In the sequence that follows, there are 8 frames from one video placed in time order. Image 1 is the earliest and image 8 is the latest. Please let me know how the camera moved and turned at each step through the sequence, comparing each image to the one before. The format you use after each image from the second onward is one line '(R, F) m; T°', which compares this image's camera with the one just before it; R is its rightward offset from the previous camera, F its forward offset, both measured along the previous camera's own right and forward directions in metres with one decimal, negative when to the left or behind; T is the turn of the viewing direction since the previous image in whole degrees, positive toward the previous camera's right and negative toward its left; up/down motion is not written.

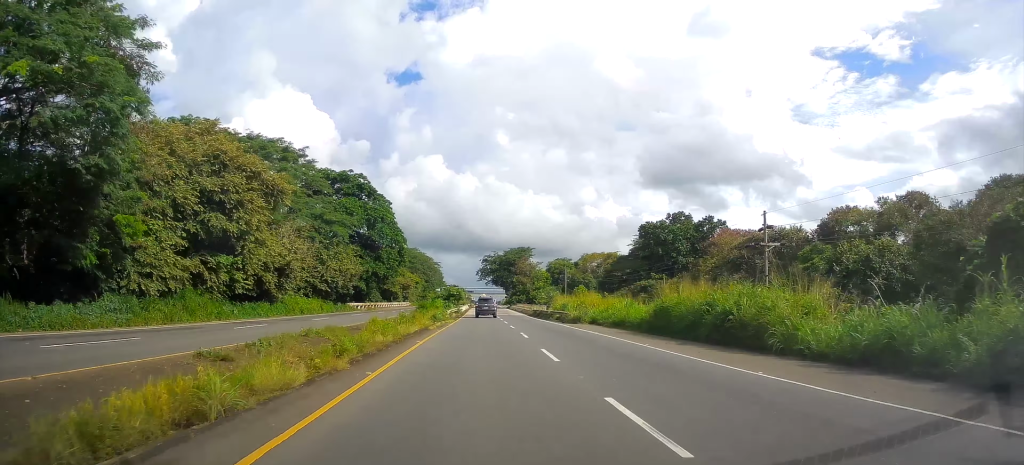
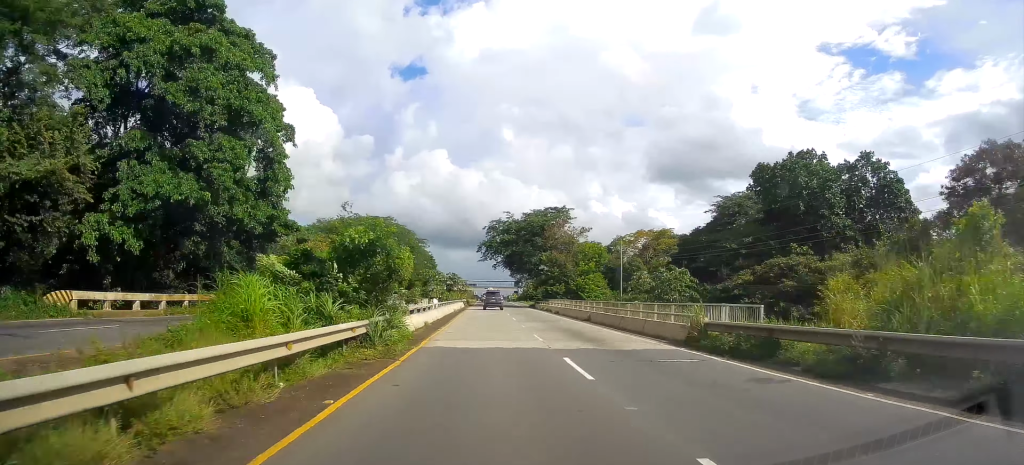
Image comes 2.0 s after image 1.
(+0.1, +52.2) m; 0°
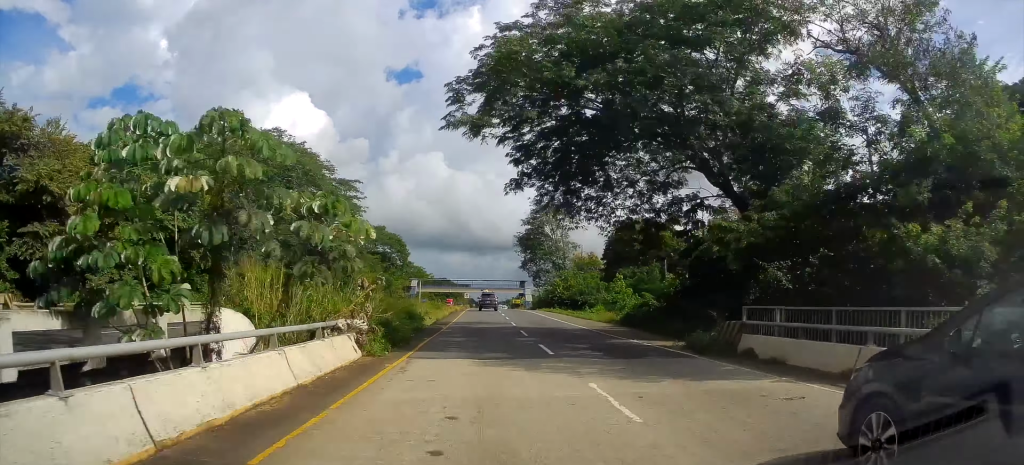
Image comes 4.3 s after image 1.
(-0.1, +60.4) m; 0°
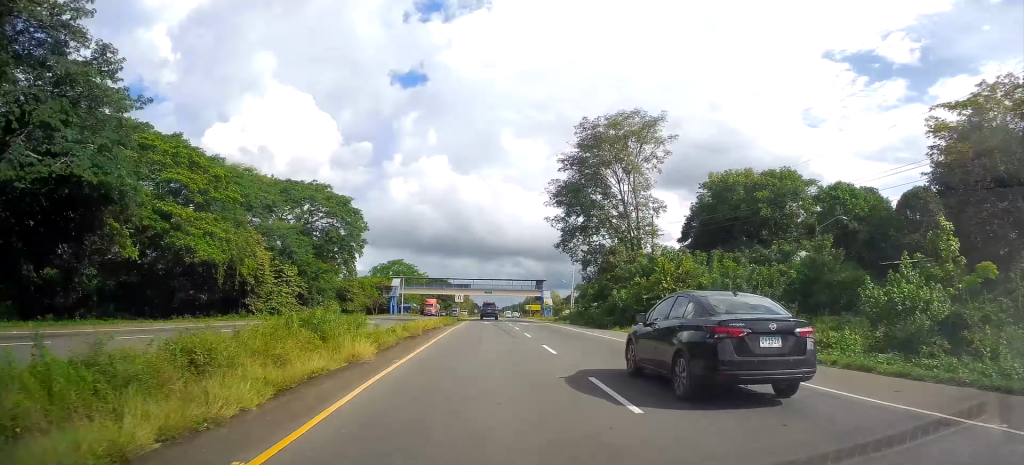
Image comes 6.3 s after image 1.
(0.0, +49.1) m; 0°
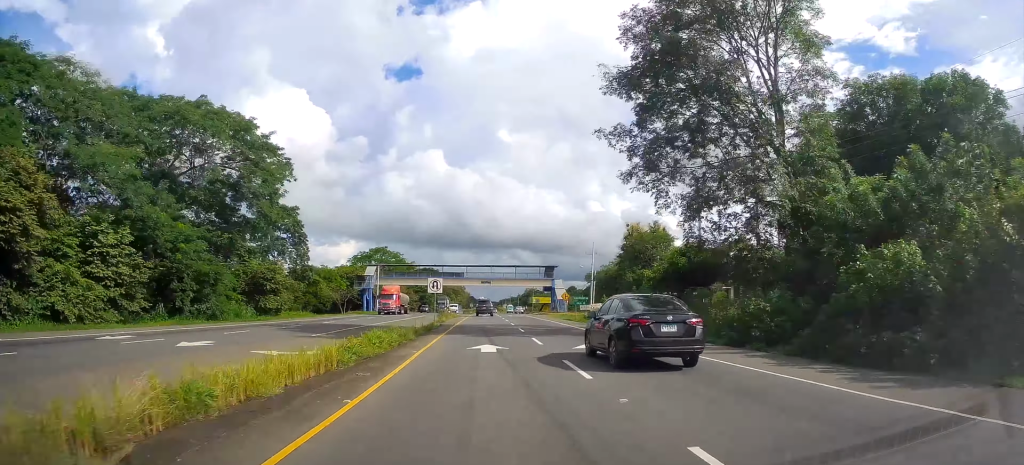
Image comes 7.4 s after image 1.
(0.0, +29.8) m; 0°
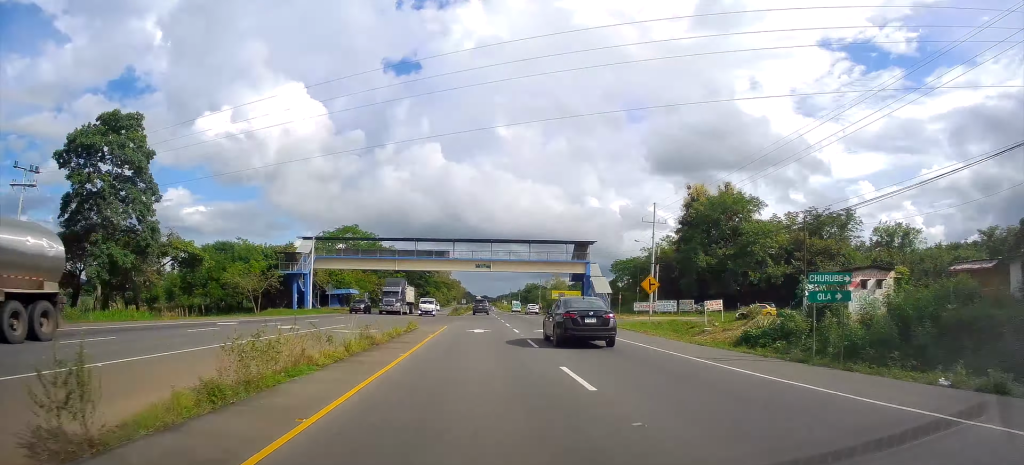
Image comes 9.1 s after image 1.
(0.0, +42.7) m; 0°
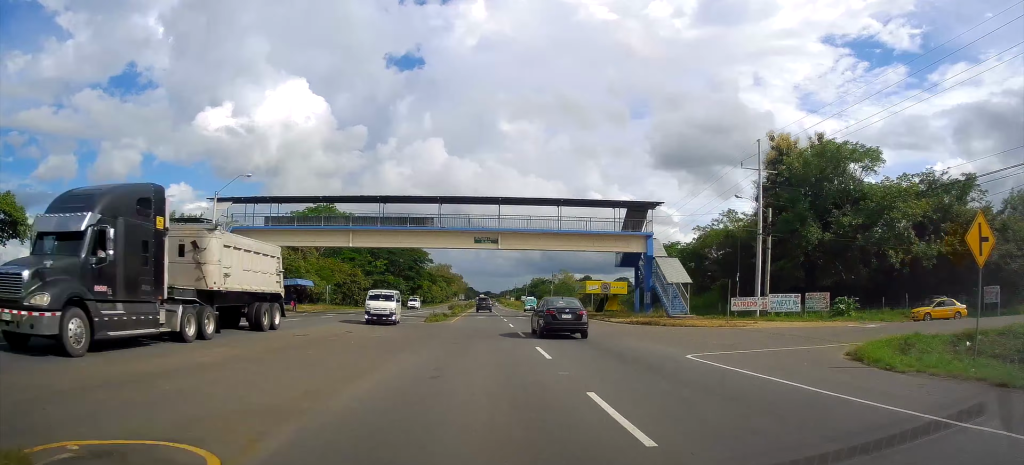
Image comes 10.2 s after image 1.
(-0.1, +27.9) m; 0°
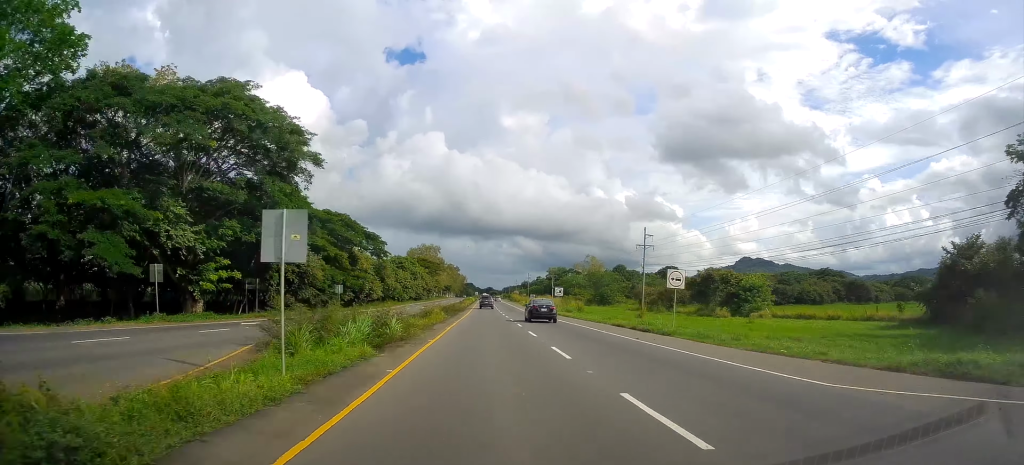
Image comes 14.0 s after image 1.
(-0.8, +99.4) m; -1°
